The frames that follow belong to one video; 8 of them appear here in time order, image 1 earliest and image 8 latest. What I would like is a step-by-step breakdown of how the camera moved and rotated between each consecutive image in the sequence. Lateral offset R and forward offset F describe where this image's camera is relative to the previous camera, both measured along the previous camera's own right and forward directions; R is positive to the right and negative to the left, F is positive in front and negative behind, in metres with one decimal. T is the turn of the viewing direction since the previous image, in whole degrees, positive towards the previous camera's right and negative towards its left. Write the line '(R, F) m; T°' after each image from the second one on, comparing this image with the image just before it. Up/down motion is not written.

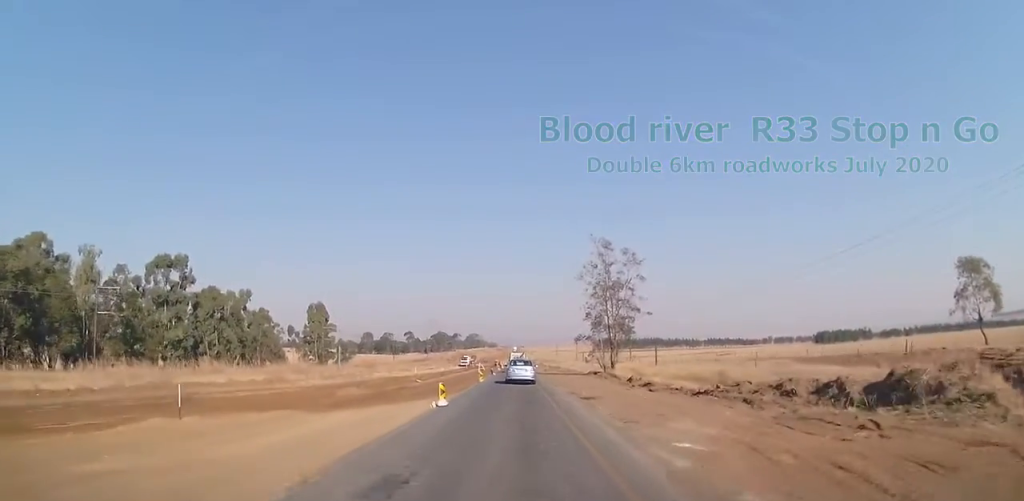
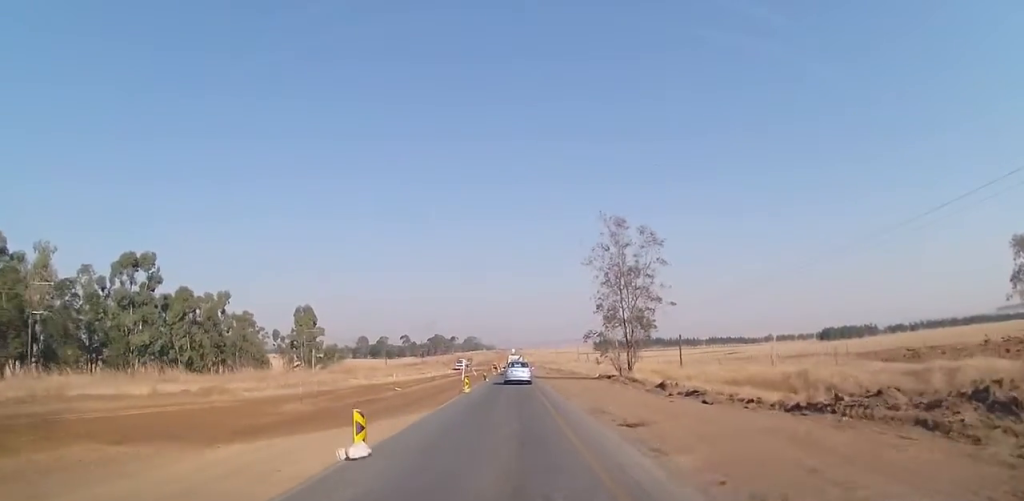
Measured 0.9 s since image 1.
(-0.5, +8.5) m; -4°
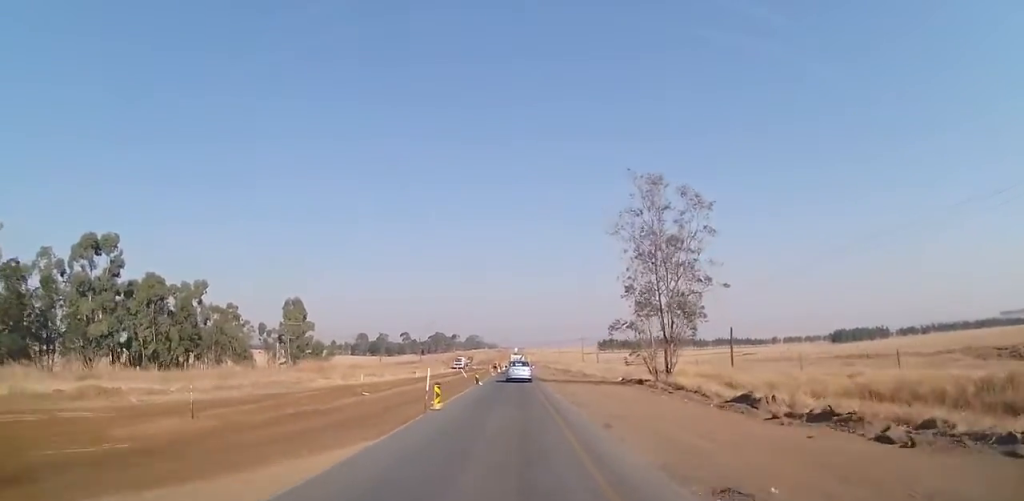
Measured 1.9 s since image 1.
(-0.2, +10.2) m; +1°
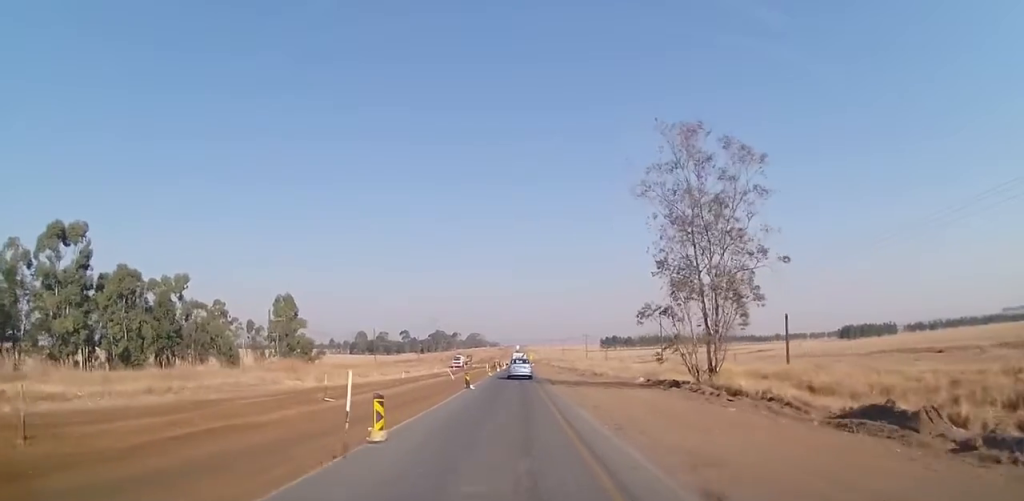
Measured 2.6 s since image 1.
(+0.2, +7.1) m; 0°
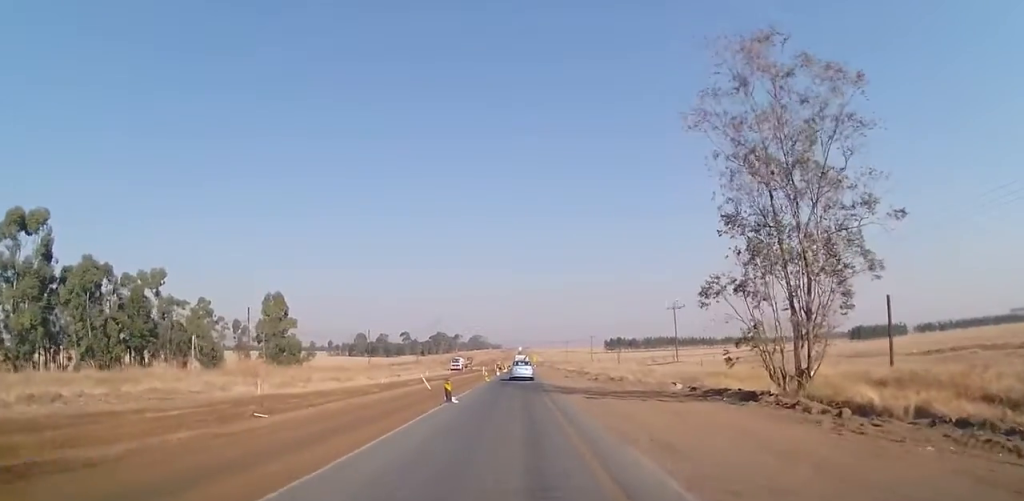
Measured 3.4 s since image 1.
(+0.1, +8.0) m; -1°
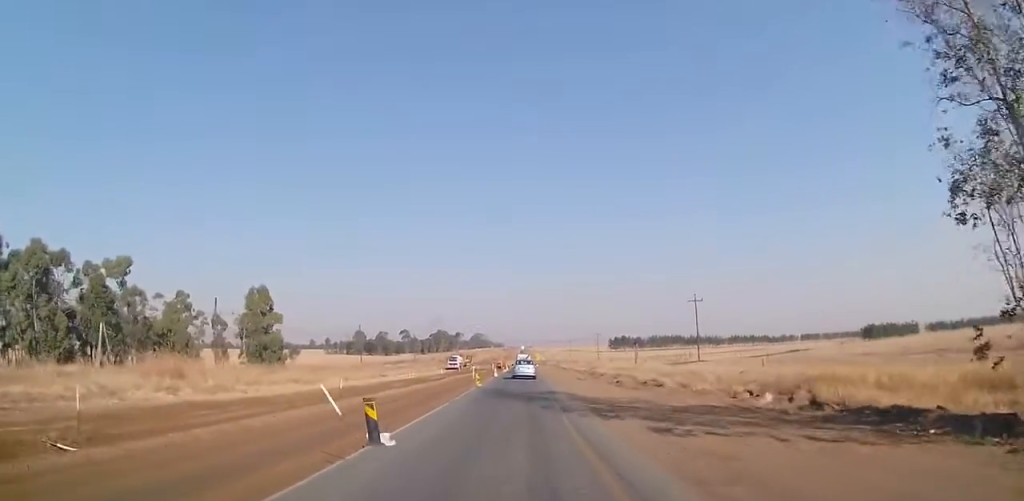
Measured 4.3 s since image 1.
(-0.3, +10.0) m; -1°
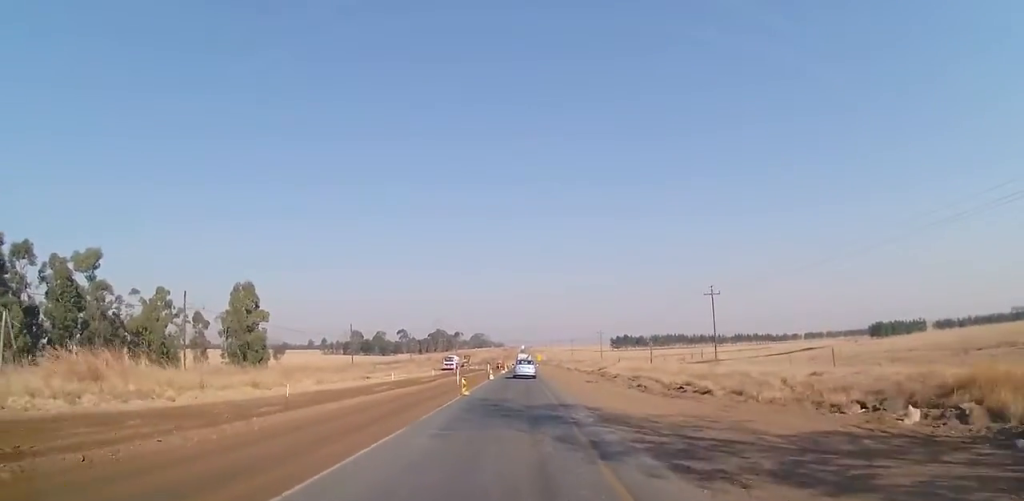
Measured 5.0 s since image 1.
(+0.2, +7.4) m; +1°
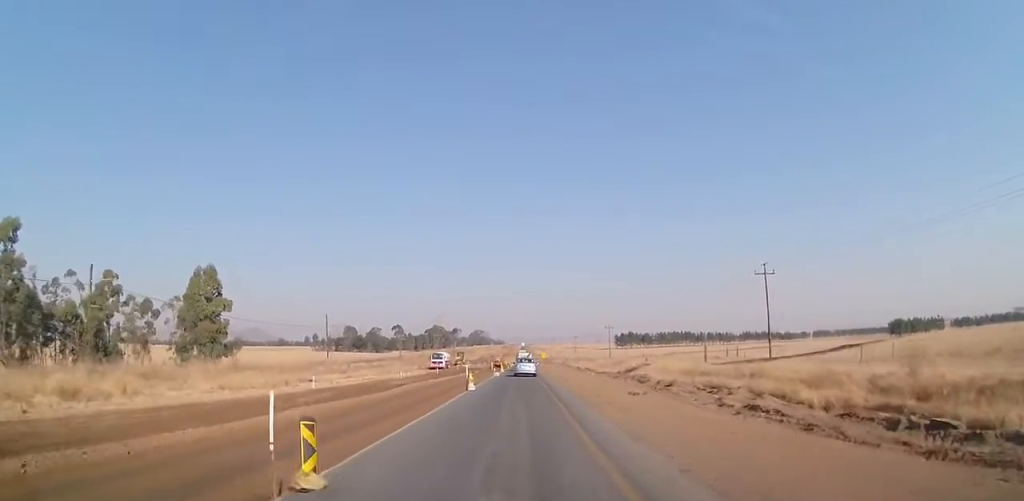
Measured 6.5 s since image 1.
(+0.1, +17.0) m; 0°
